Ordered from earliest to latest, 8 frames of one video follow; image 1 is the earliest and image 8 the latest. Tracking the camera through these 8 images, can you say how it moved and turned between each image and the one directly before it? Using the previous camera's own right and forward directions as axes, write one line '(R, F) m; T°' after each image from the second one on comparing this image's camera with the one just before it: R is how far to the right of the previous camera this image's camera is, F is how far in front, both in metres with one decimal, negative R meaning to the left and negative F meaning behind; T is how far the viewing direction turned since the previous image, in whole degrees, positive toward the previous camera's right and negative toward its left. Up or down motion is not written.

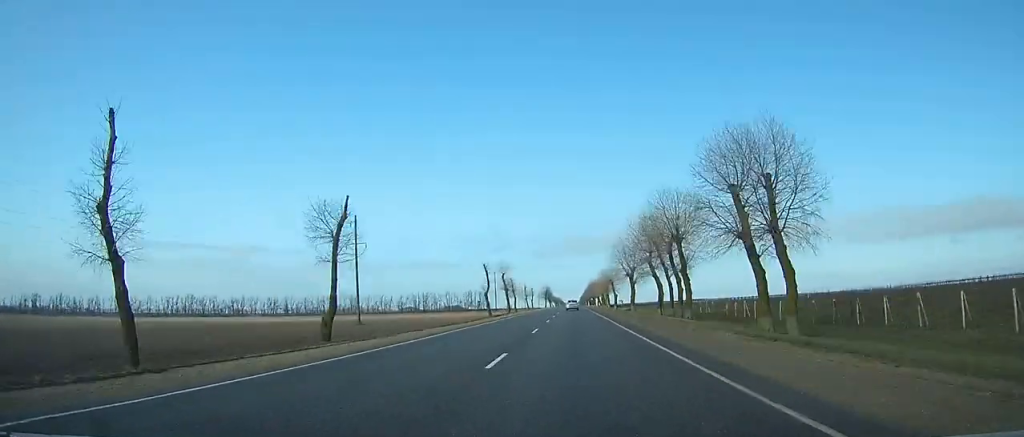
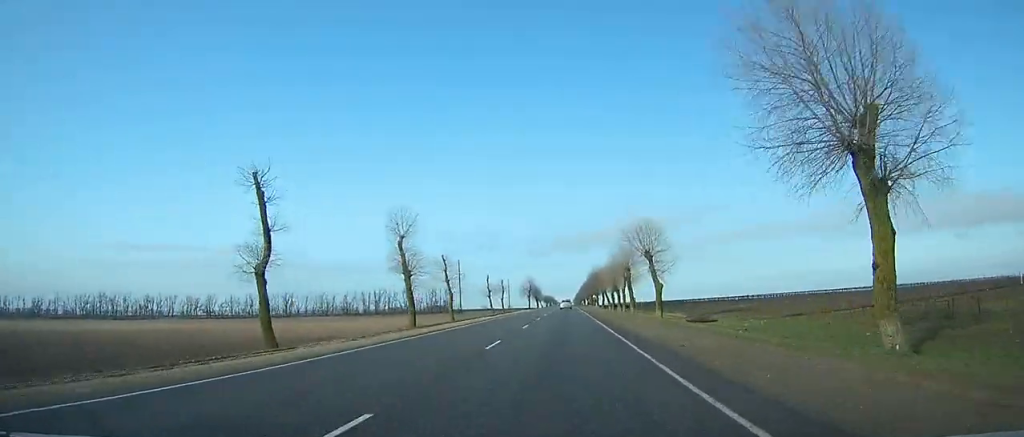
(+0.4, +81.4) m; 0°
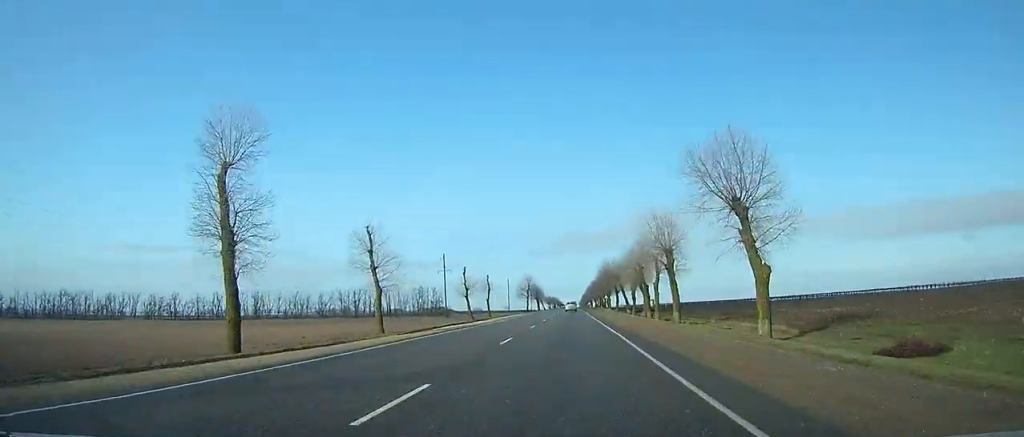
(-0.1, +34.1) m; 0°
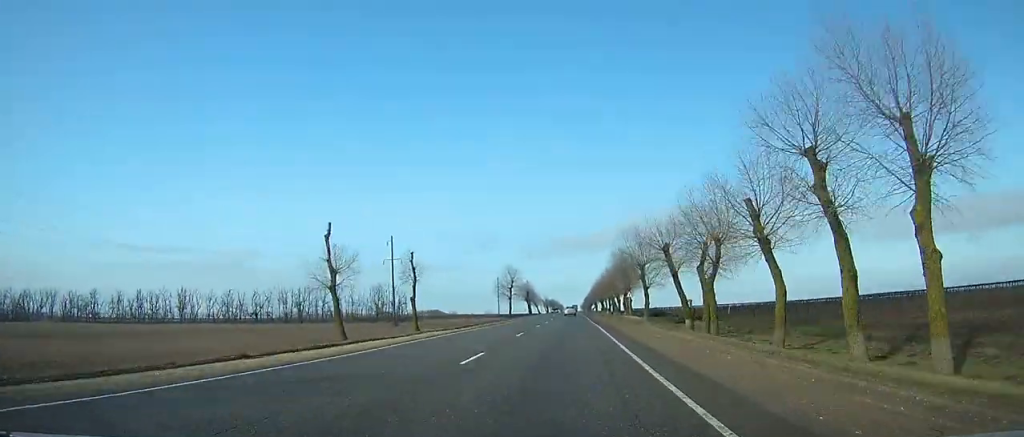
(0.0, +52.7) m; 0°
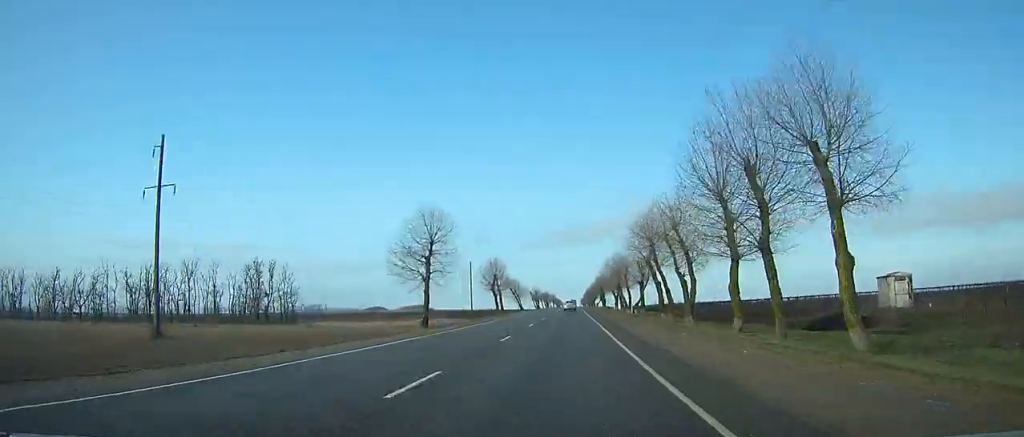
(+0.1, +76.1) m; 0°
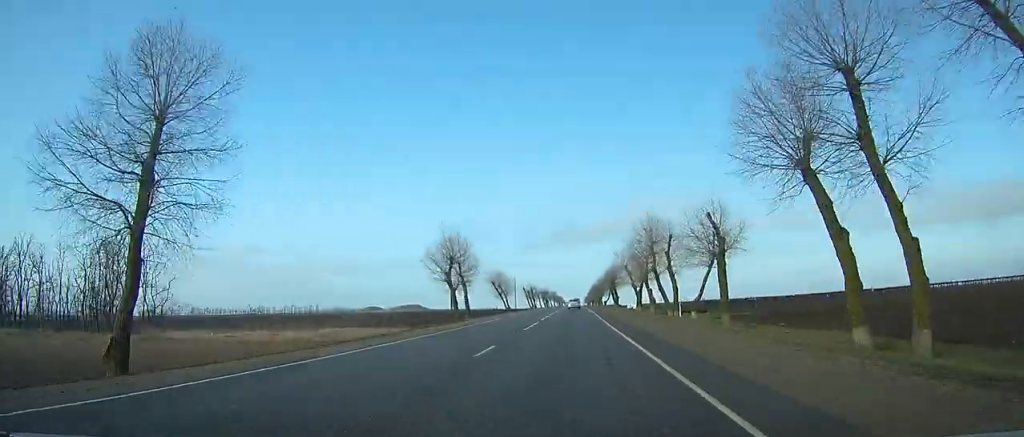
(-0.1, +41.5) m; 0°
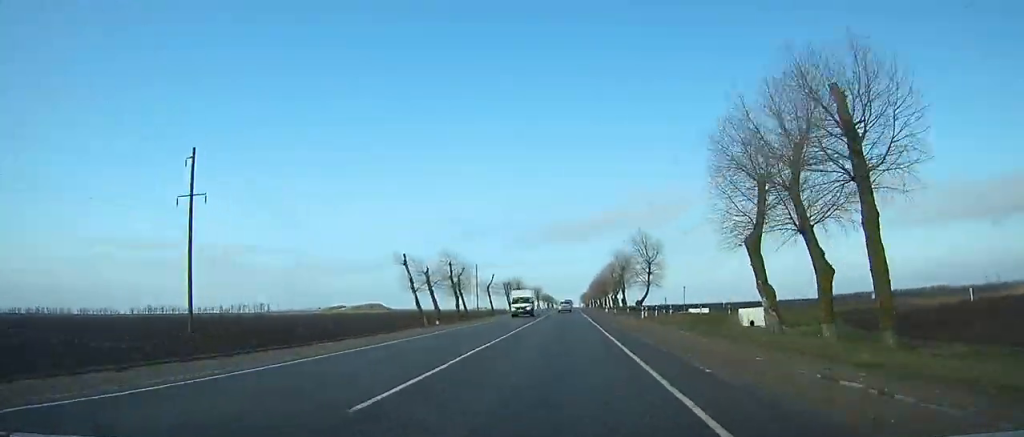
(-0.3, +124.9) m; 0°
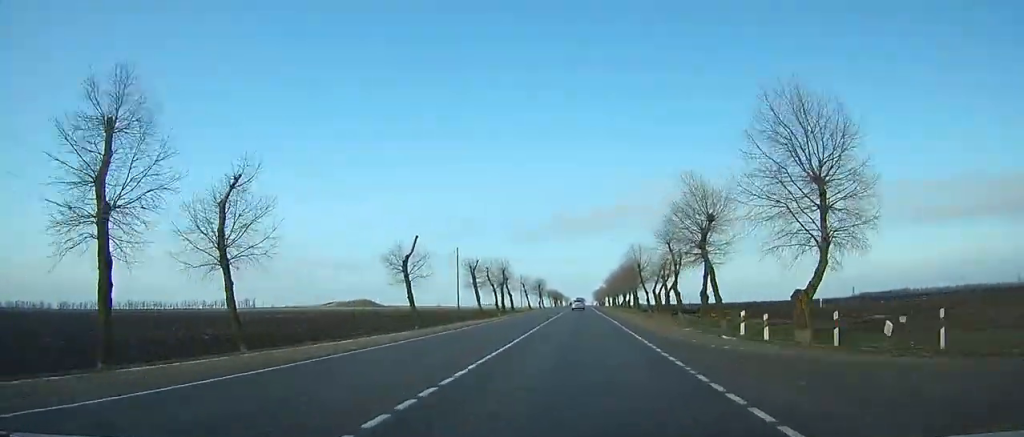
(-0.2, +62.1) m; 0°
